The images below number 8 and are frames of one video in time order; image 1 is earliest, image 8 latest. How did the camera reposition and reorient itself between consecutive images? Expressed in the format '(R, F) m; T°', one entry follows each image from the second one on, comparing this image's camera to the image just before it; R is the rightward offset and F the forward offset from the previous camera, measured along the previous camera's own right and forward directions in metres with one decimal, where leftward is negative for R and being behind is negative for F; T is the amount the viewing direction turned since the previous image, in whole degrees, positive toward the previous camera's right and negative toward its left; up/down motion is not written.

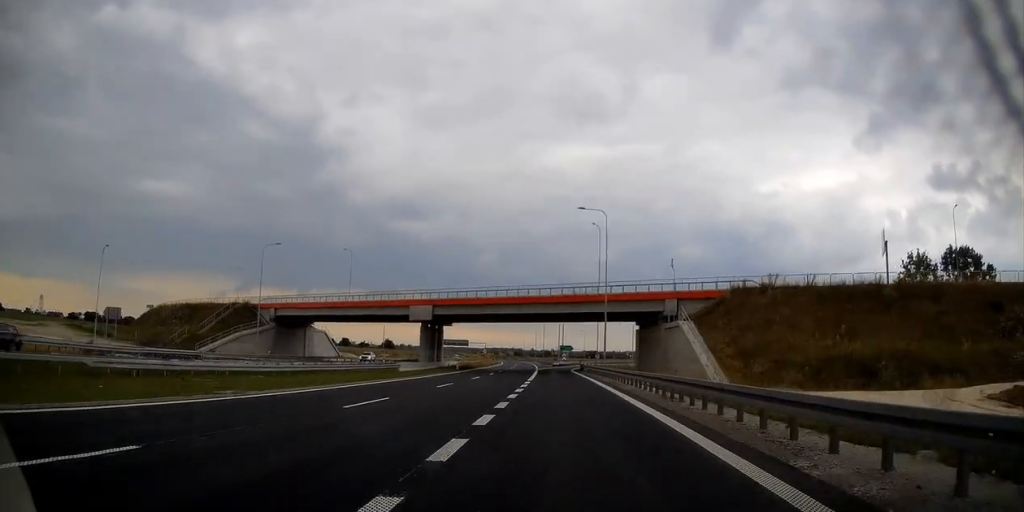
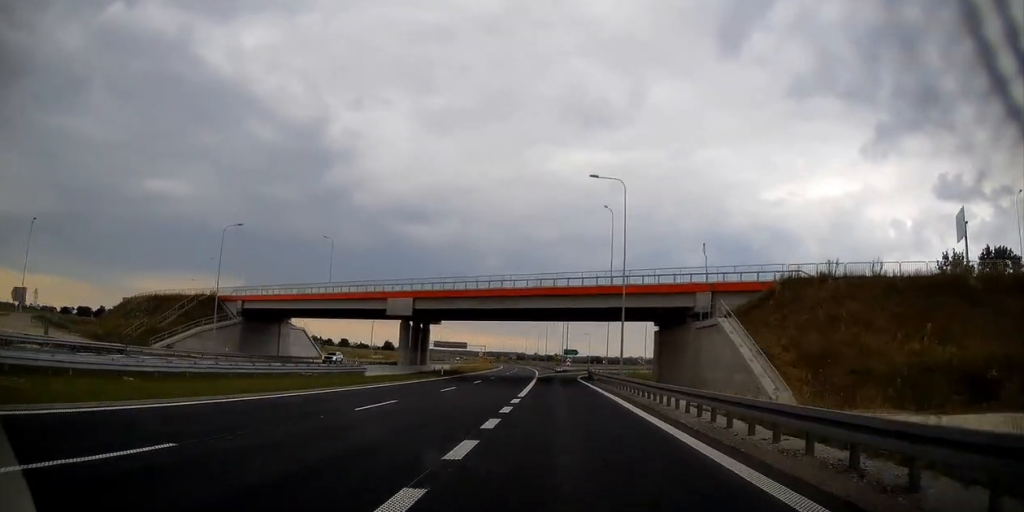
(-0.1, +11.4) m; 0°
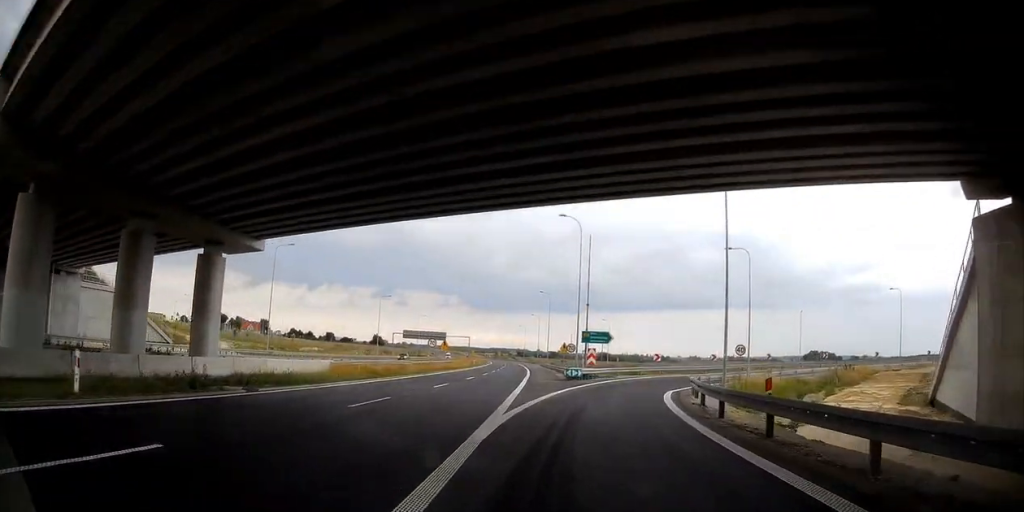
(-0.5, +50.7) m; 0°
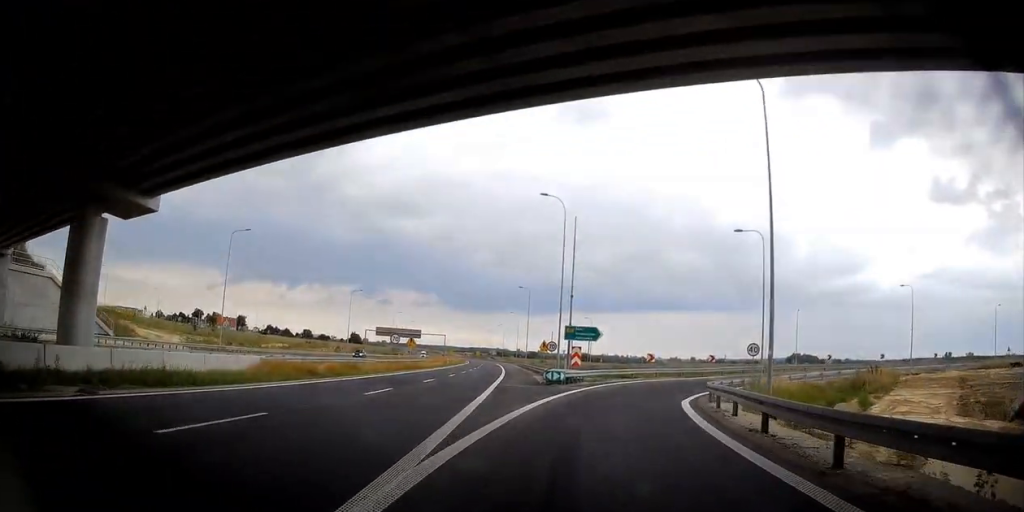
(-0.1, +7.4) m; +1°
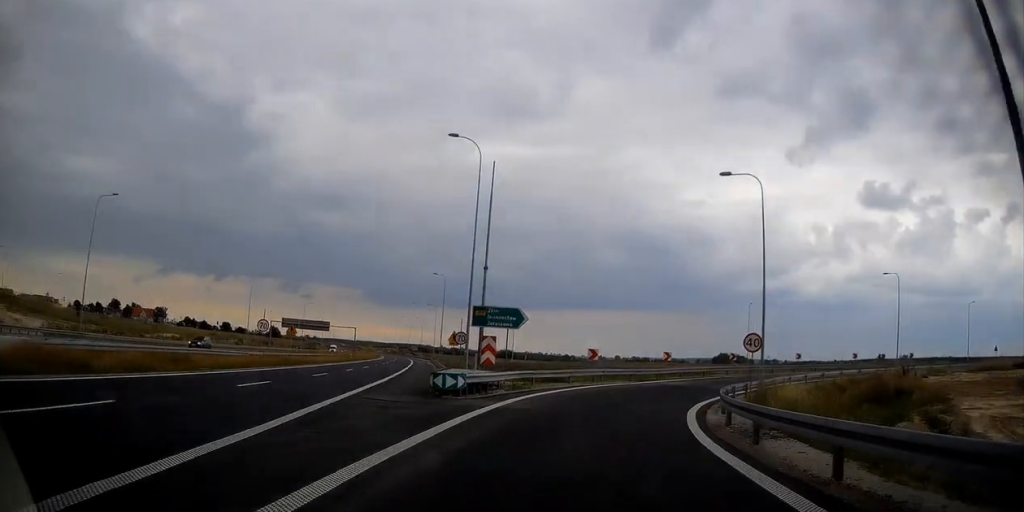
(+0.3, +12.8) m; +4°
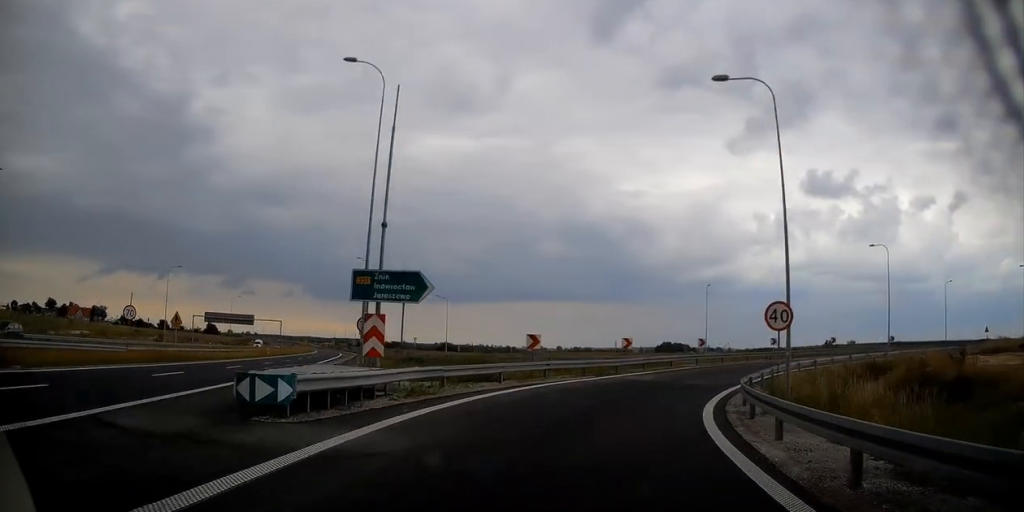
(+0.4, +9.4) m; +4°
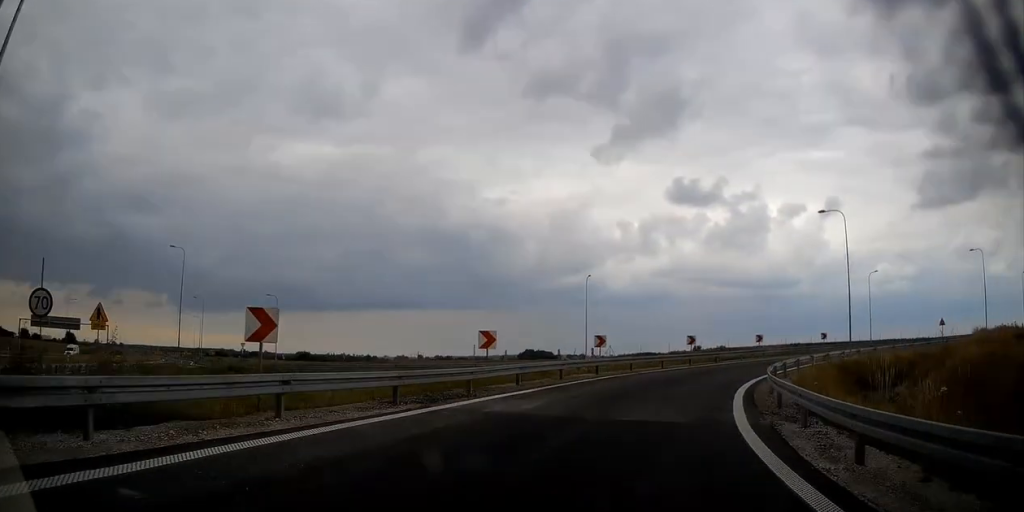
(+1.2, +16.2) m; +11°
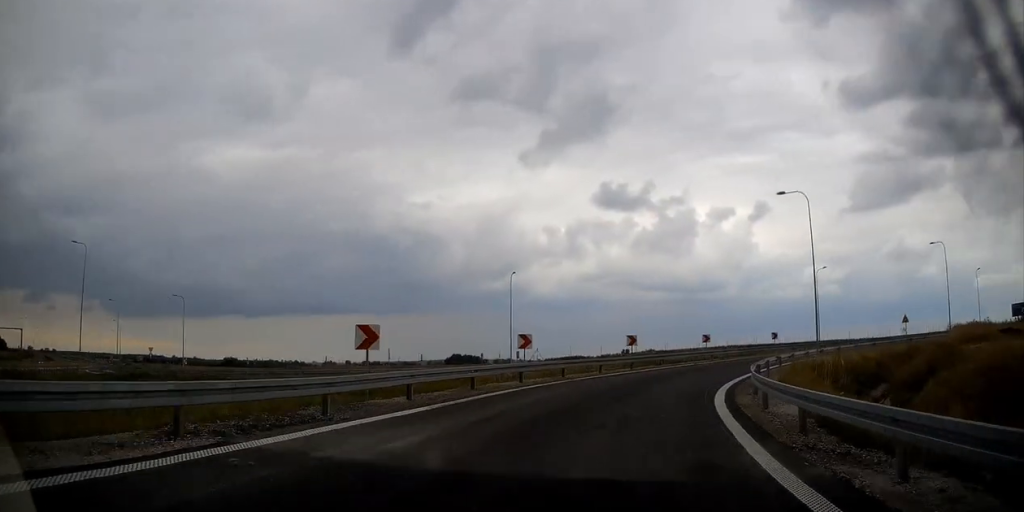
(-0.1, +6.0) m; +5°
